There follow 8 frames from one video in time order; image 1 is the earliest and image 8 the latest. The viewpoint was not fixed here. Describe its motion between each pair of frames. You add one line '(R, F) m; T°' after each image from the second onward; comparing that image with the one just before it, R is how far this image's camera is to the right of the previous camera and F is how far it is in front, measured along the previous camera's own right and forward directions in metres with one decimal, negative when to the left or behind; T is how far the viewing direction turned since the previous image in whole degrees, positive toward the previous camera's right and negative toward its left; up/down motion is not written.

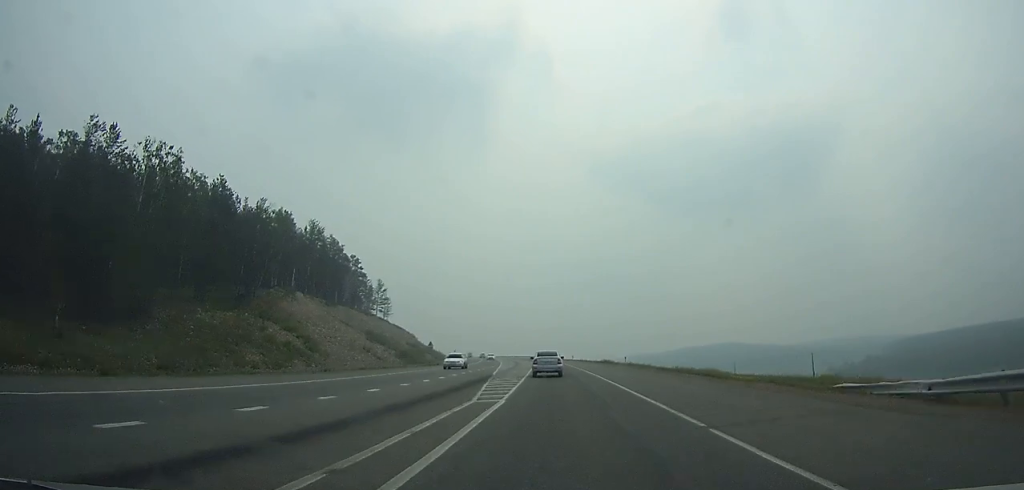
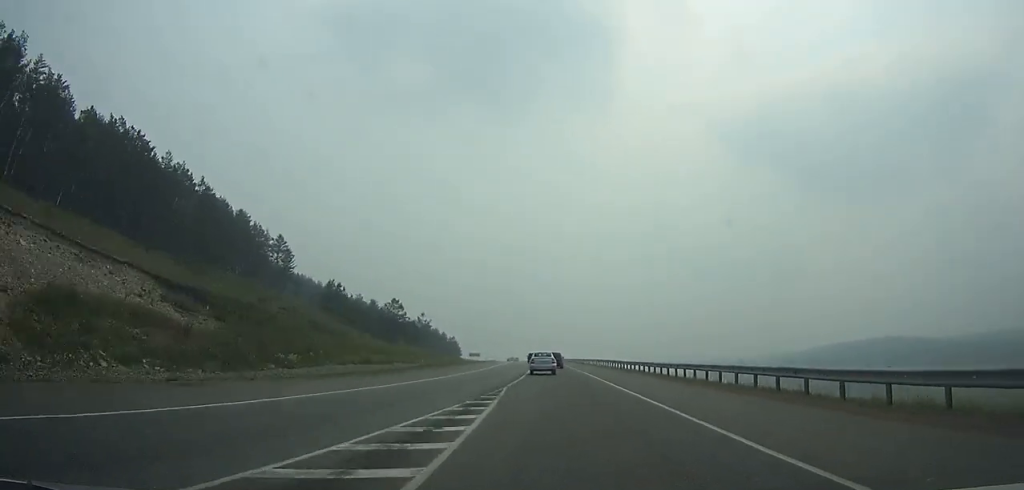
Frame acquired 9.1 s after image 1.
(-16.1, +178.2) m; -11°
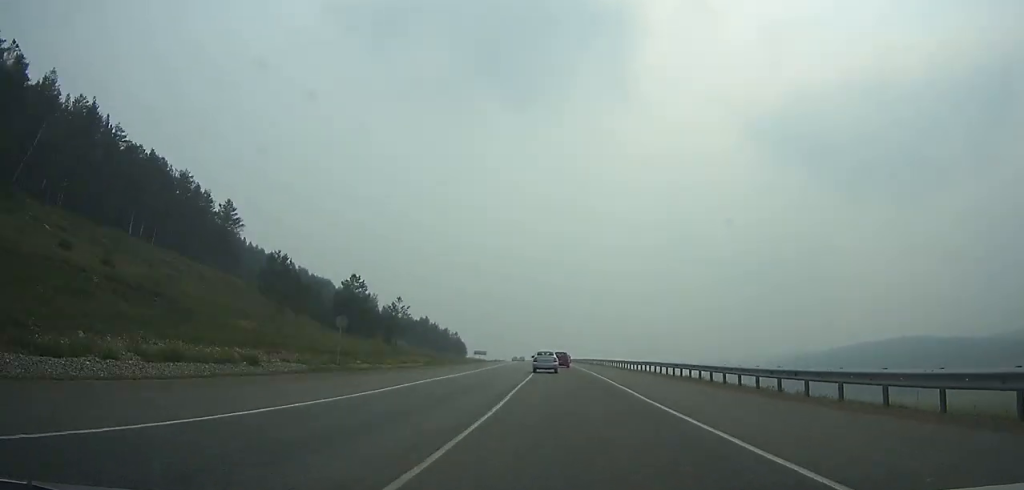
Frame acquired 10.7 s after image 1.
(-0.6, +31.7) m; -1°
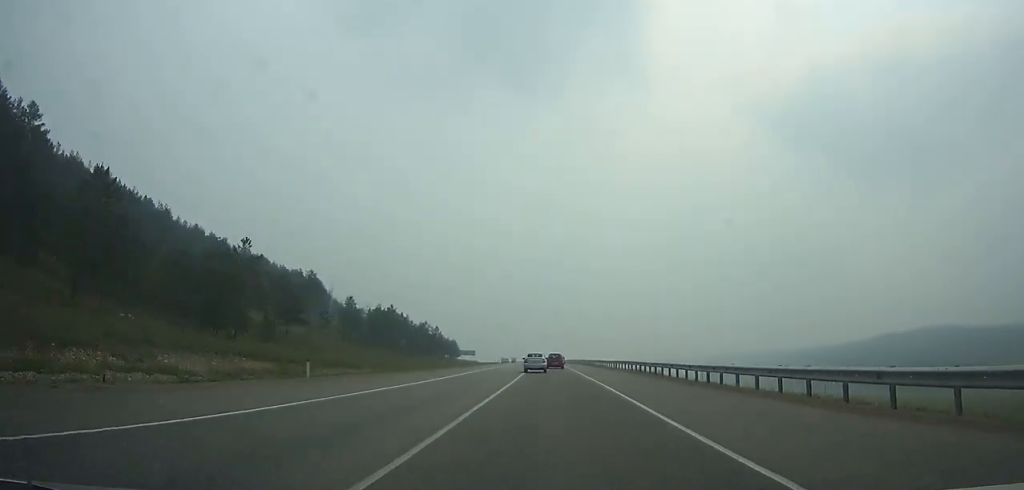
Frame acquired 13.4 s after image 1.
(-0.1, +53.2) m; -2°
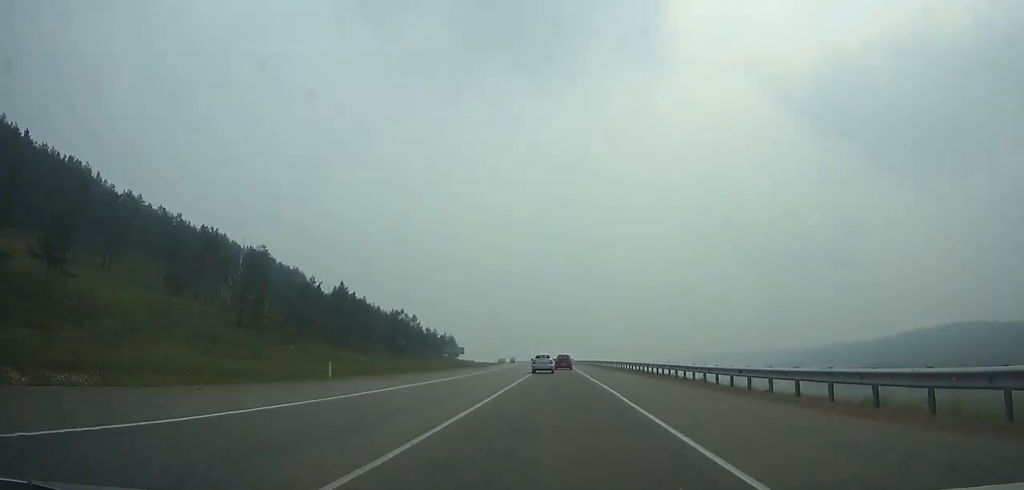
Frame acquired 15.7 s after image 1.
(-1.1, +44.7) m; -2°
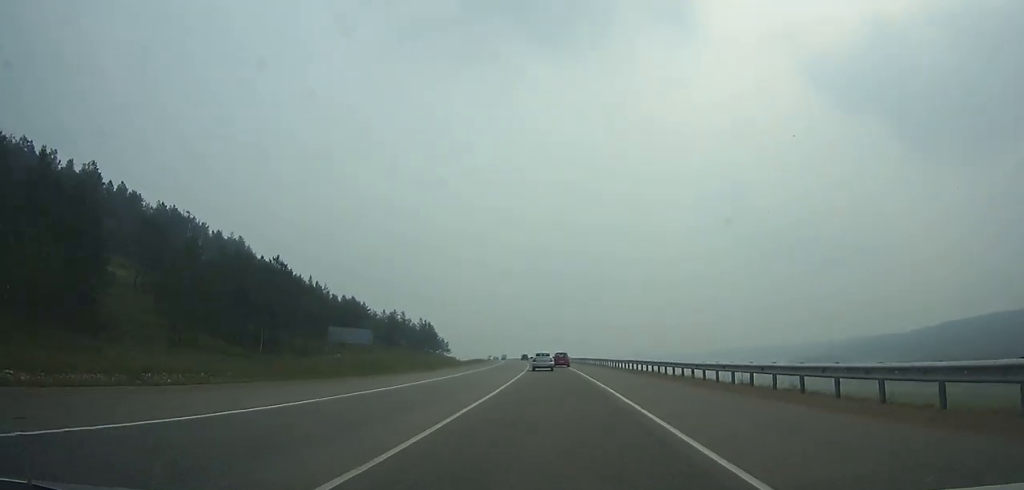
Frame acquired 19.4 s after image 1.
(-1.1, +72.5) m; -2°
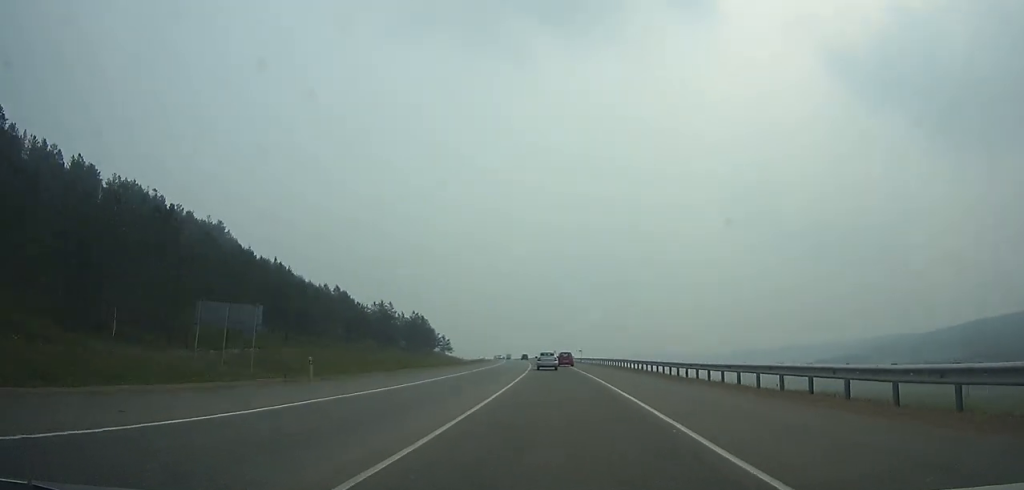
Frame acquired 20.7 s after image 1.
(-0.4, +26.9) m; -1°
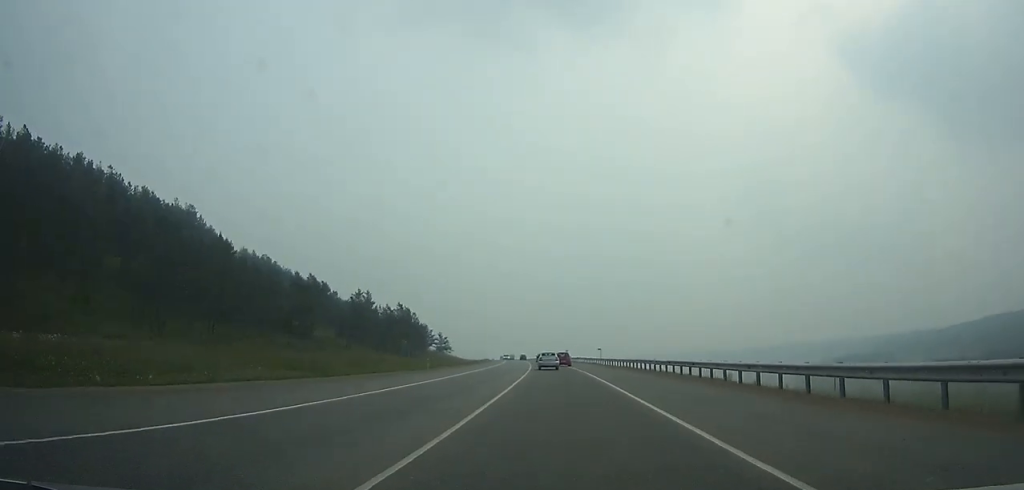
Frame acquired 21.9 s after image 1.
(+0.1, +24.9) m; -1°
